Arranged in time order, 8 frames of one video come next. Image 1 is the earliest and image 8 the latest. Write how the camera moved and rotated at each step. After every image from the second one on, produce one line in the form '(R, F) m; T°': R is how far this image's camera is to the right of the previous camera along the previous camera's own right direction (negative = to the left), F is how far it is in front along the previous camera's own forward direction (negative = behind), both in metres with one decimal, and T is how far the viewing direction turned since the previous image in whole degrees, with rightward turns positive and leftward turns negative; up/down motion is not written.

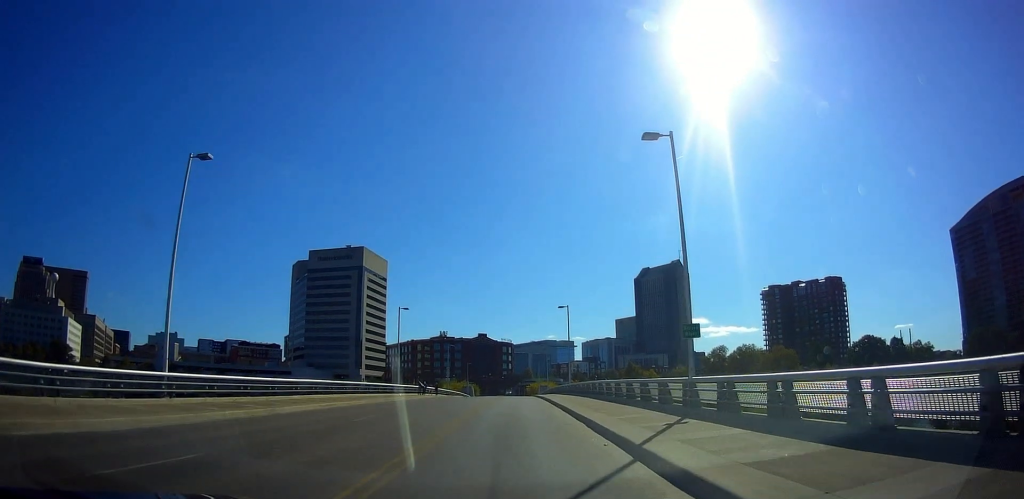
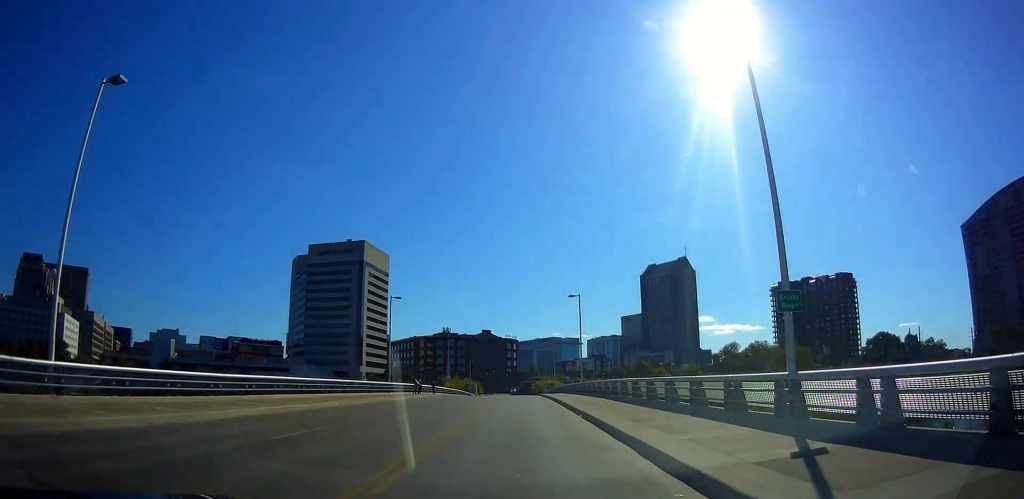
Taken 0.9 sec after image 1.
(-0.2, +6.5) m; +1°
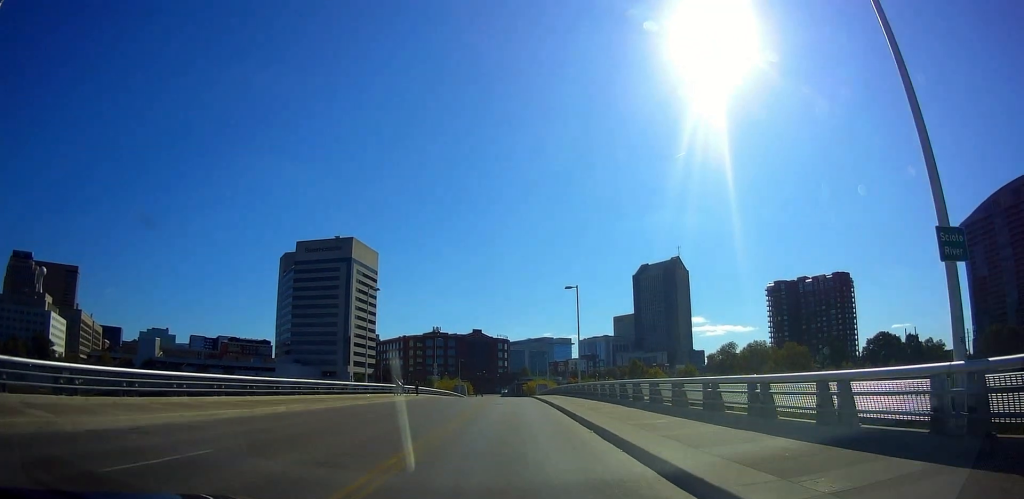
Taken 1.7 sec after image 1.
(+0.2, +5.5) m; +4°
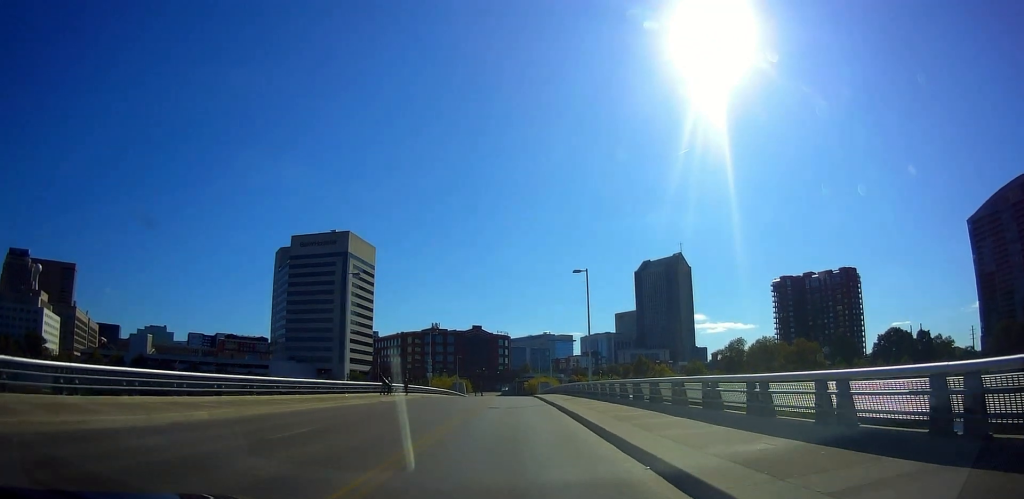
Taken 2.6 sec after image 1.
(+0.2, +6.7) m; 0°
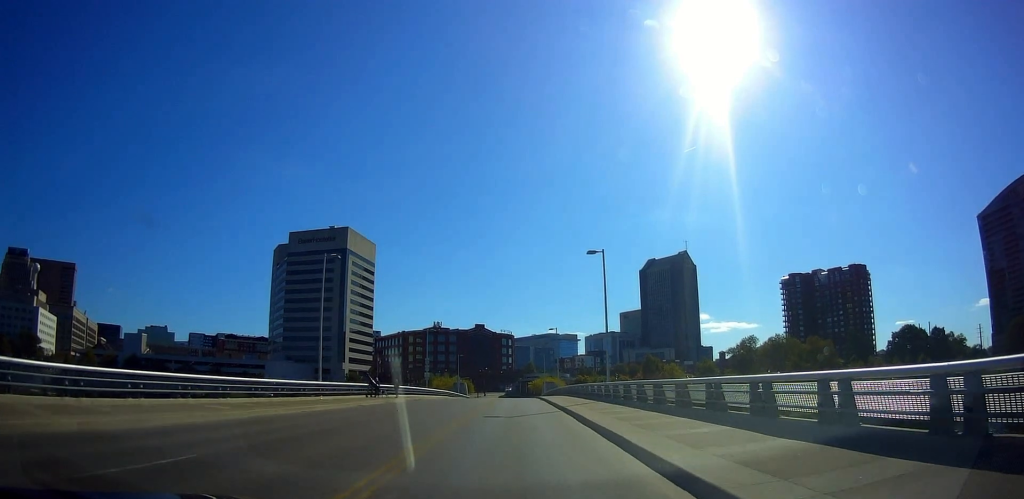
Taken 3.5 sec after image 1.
(-0.3, +6.6) m; -2°
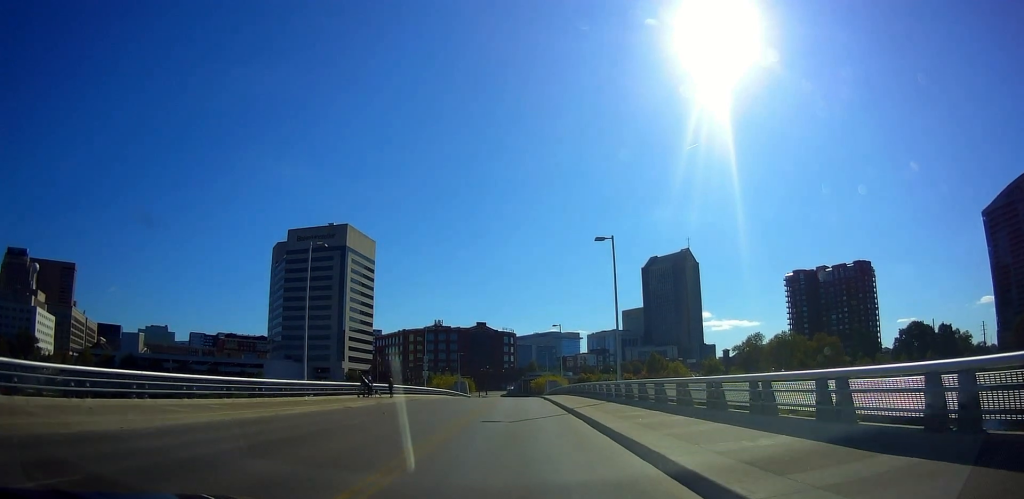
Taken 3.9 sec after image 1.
(0.0, +3.1) m; 0°
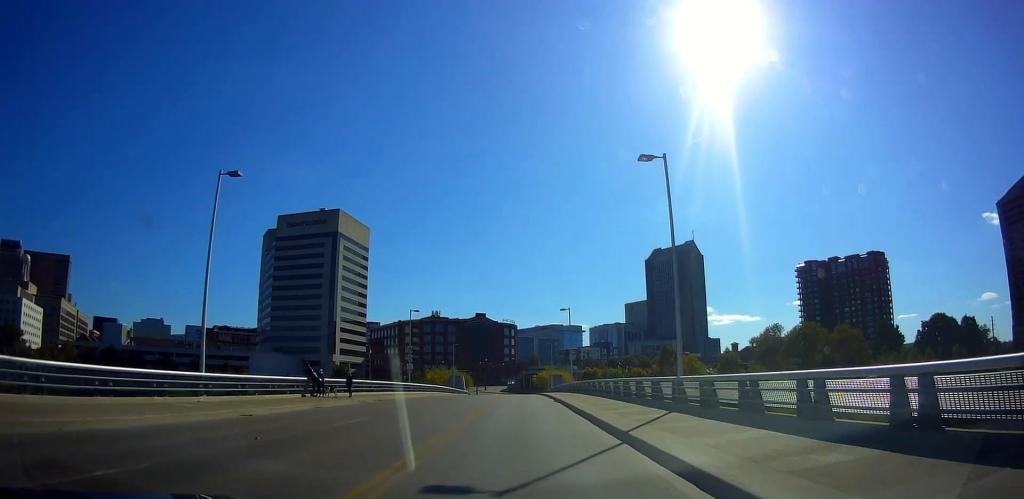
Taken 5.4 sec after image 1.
(0.0, +11.7) m; 0°
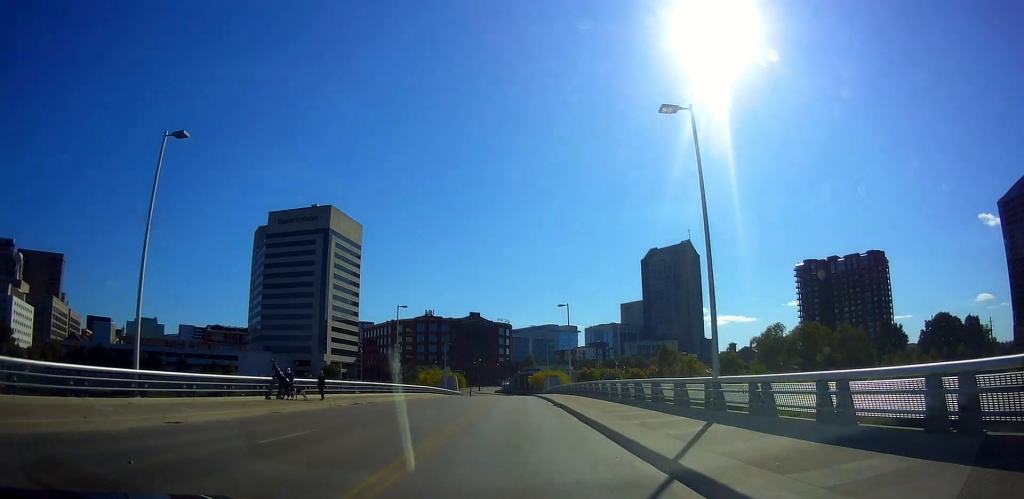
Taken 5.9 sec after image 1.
(0.0, +4.3) m; 0°
